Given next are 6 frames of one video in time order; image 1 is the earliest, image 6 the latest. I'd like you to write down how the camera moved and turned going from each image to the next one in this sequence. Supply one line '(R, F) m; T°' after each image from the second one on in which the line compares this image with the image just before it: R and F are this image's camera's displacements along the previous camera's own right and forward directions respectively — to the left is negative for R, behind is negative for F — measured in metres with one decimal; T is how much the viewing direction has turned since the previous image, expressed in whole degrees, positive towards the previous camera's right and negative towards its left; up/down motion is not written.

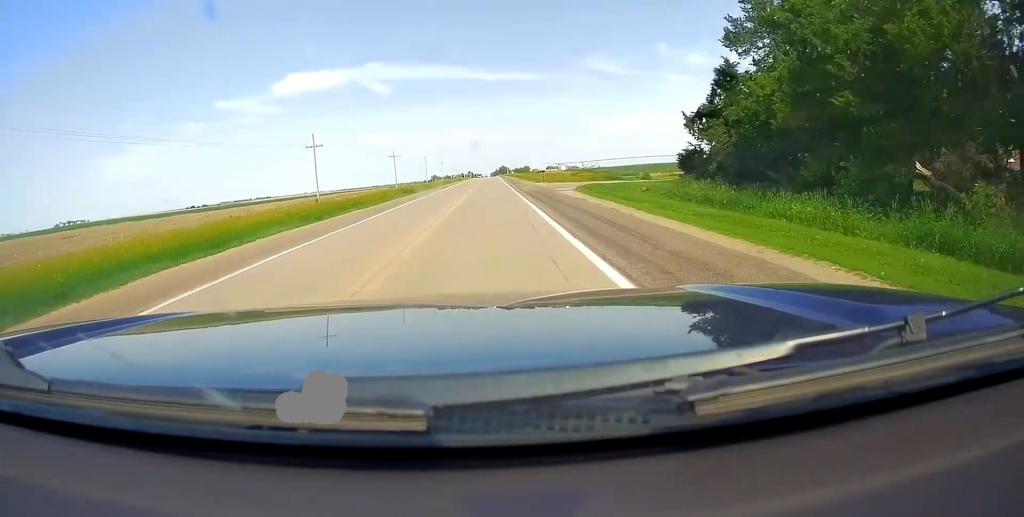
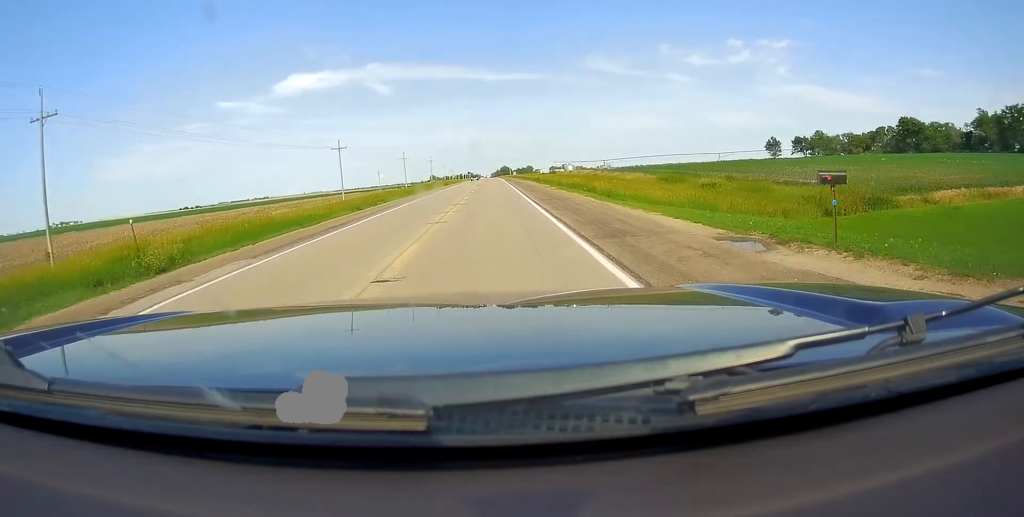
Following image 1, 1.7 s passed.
(-0.2, +50.8) m; 0°
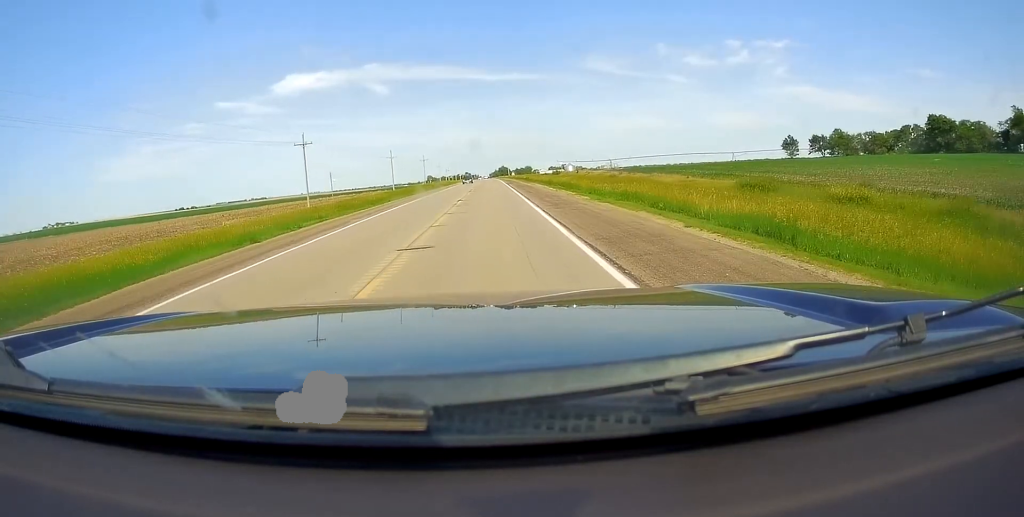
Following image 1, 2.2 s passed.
(+0.3, +16.0) m; 0°
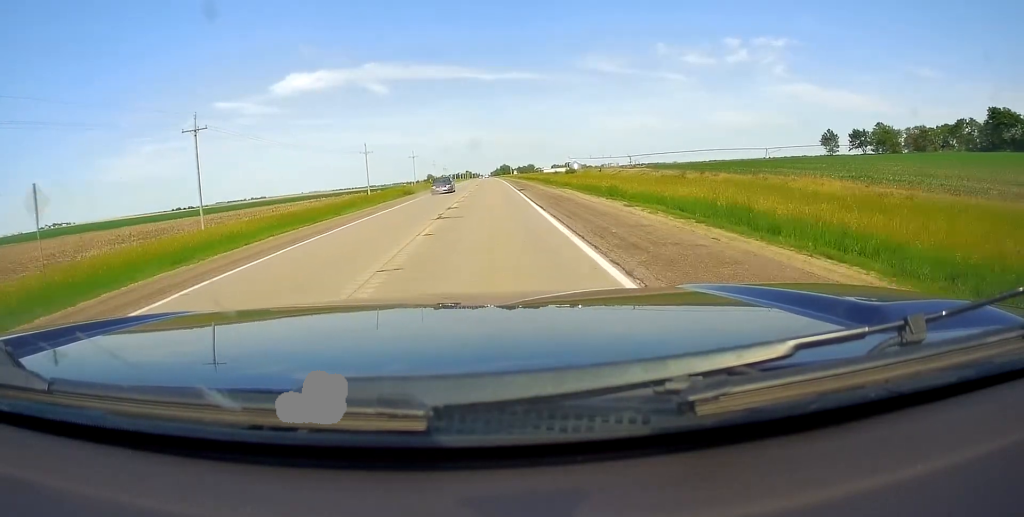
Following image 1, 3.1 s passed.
(-0.2, +27.7) m; -1°
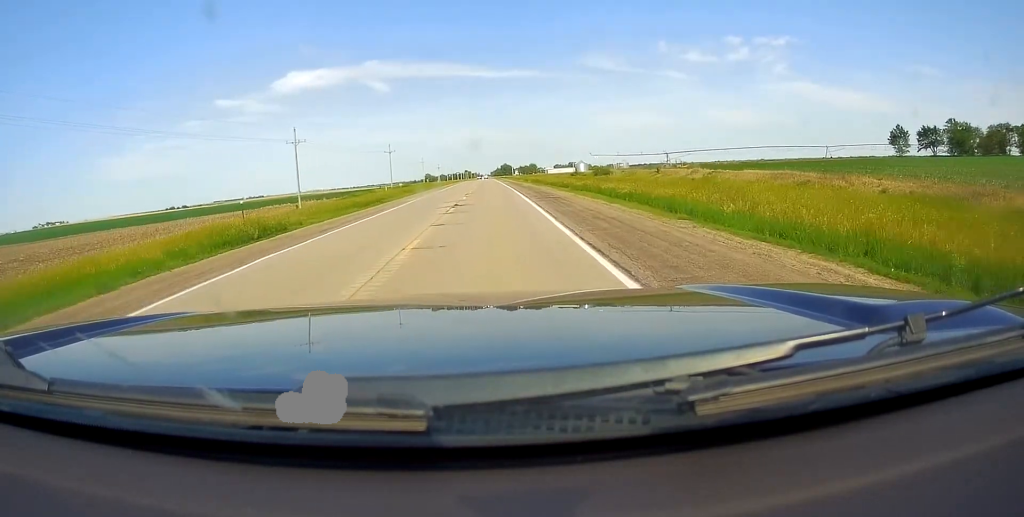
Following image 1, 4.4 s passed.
(-0.3, +39.1) m; 0°
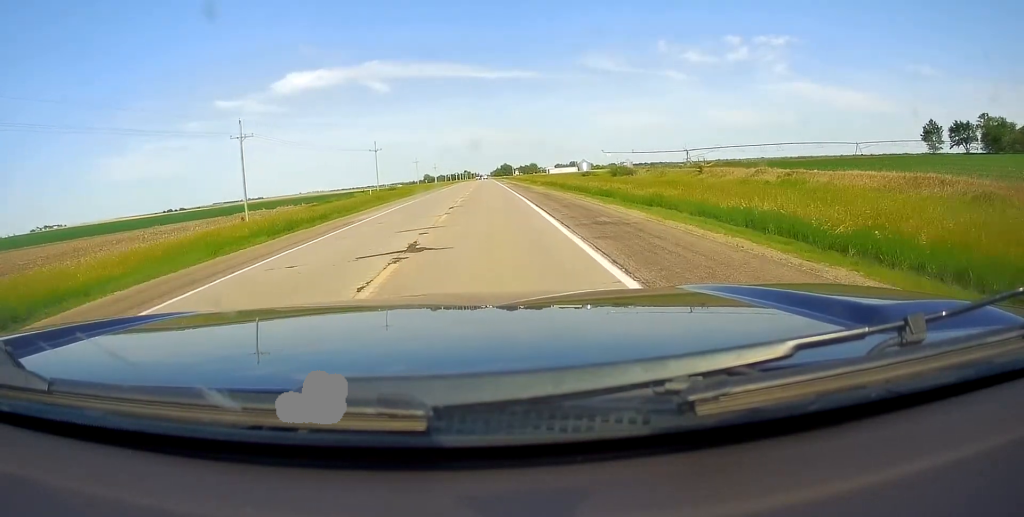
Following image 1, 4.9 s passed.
(+0.2, +15.5) m; 0°
